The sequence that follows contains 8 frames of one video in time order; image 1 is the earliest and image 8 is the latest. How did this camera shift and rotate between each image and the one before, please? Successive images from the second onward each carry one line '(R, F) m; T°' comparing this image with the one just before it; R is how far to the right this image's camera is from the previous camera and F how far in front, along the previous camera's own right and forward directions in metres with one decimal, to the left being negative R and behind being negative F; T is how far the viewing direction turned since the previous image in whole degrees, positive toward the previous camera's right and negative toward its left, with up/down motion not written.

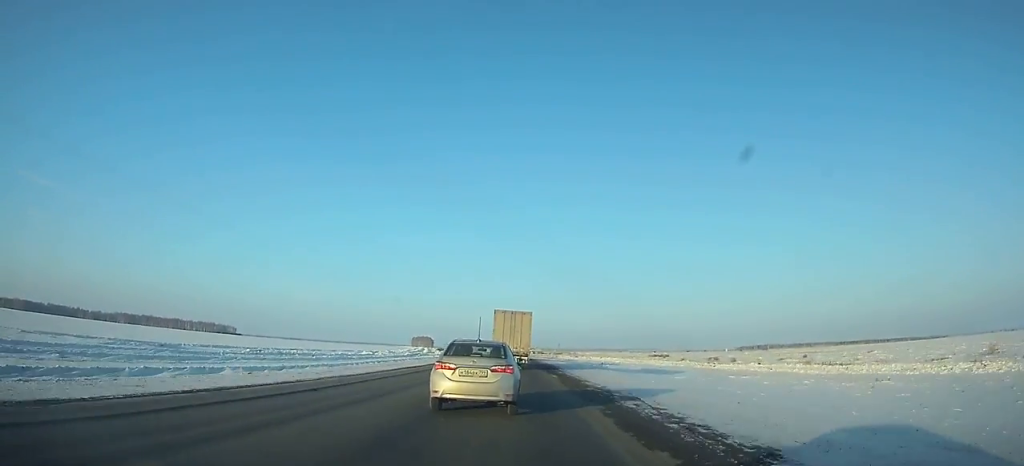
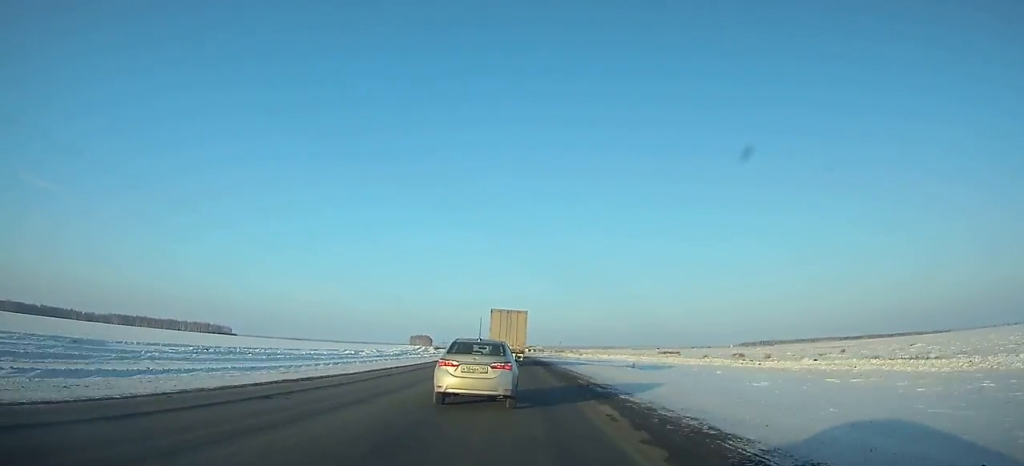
(+0.1, +20.4) m; 0°
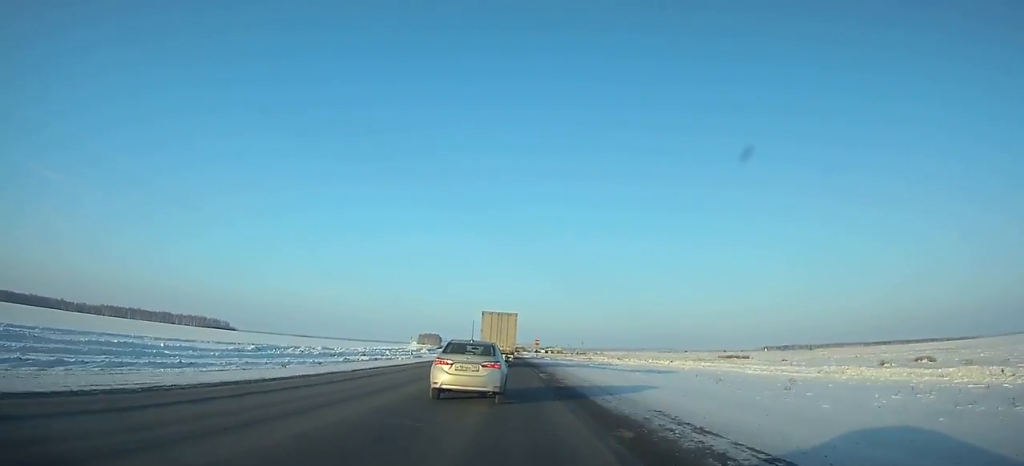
(-1.2, +69.0) m; -2°
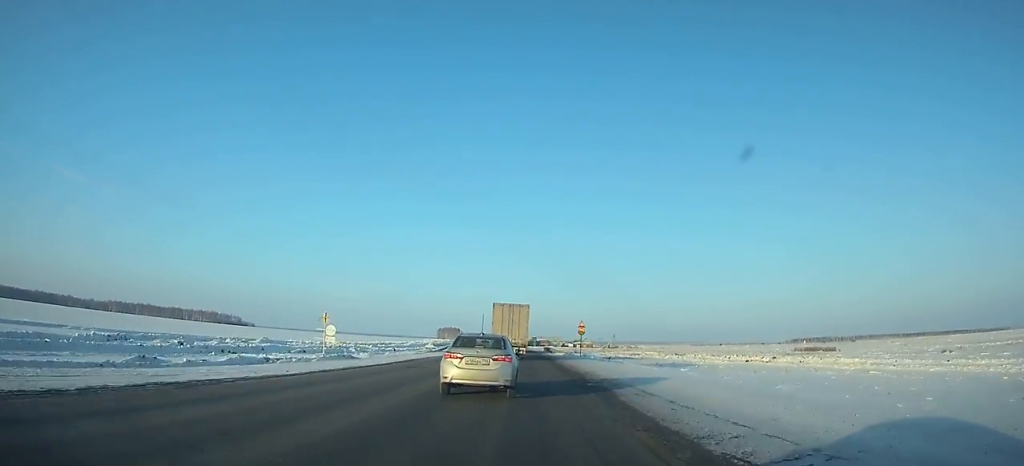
(-0.7, +43.2) m; -1°
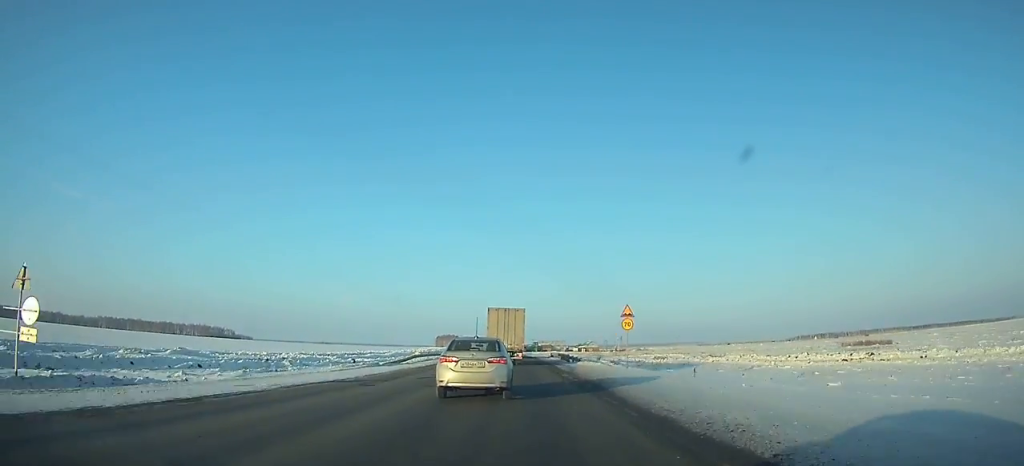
(-0.1, +25.9) m; -1°
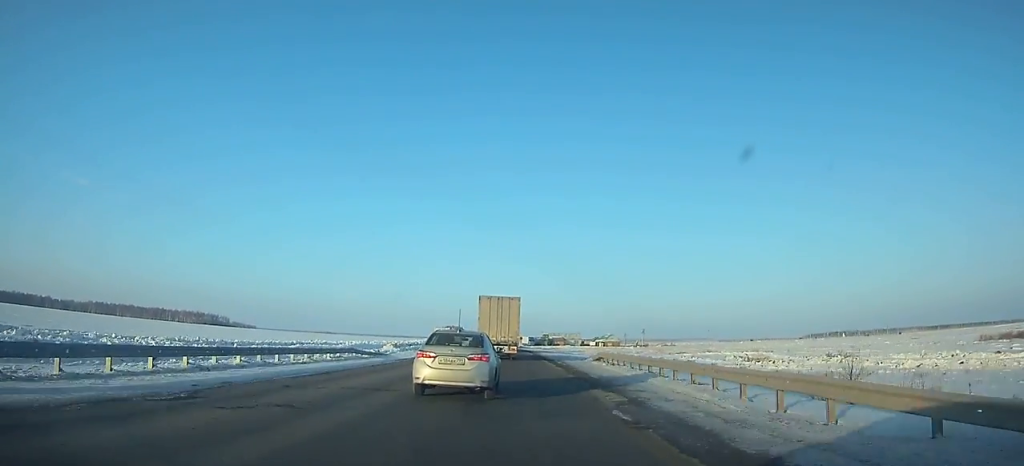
(-0.2, +44.9) m; -1°
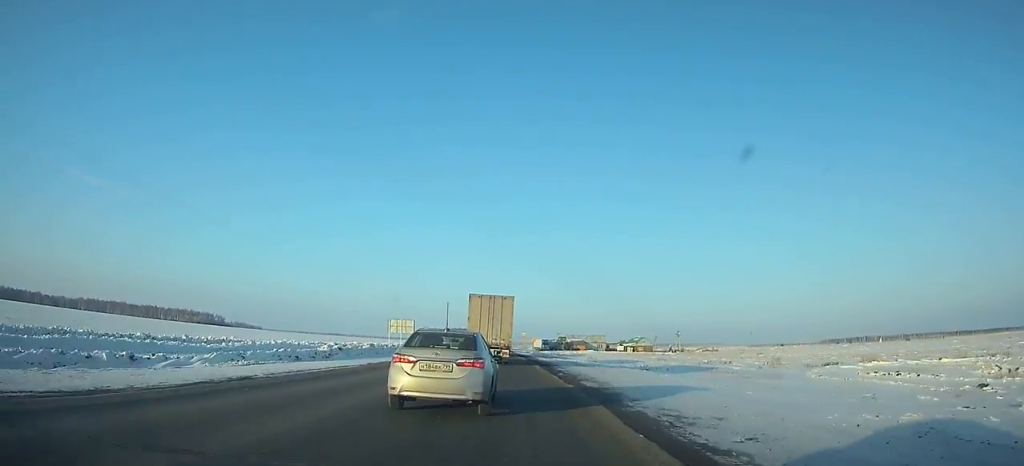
(-0.6, +49.0) m; -2°
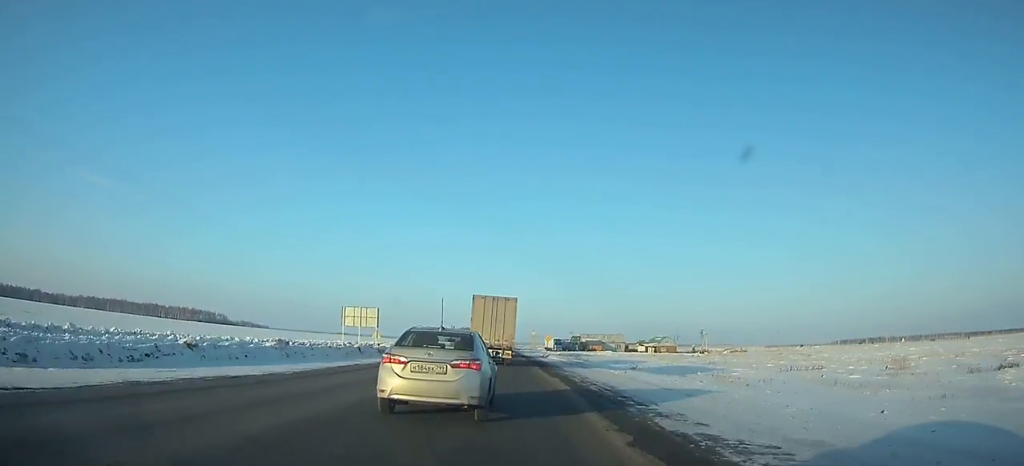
(-0.2, +22.7) m; -1°
